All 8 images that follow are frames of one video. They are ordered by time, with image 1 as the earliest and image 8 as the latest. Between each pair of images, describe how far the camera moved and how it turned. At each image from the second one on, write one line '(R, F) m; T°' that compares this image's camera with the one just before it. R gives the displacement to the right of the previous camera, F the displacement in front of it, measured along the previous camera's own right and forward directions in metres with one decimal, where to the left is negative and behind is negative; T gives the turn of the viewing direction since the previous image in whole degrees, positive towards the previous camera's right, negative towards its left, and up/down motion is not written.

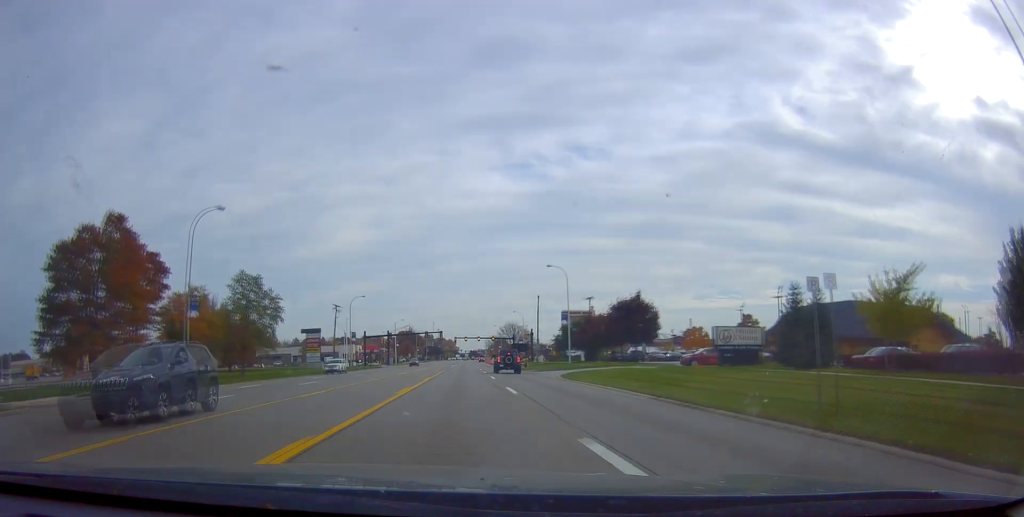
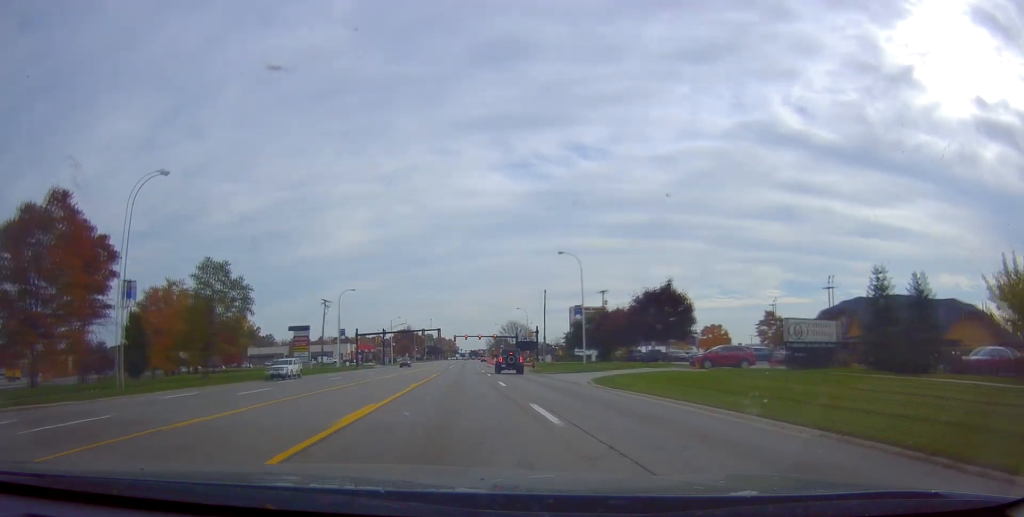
(0.0, +9.1) m; 0°
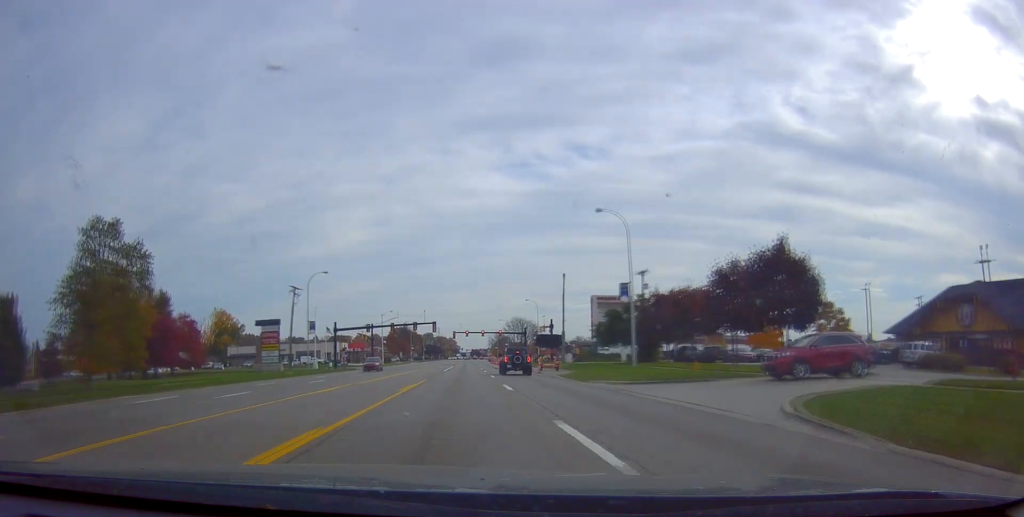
(-0.1, +18.7) m; 0°
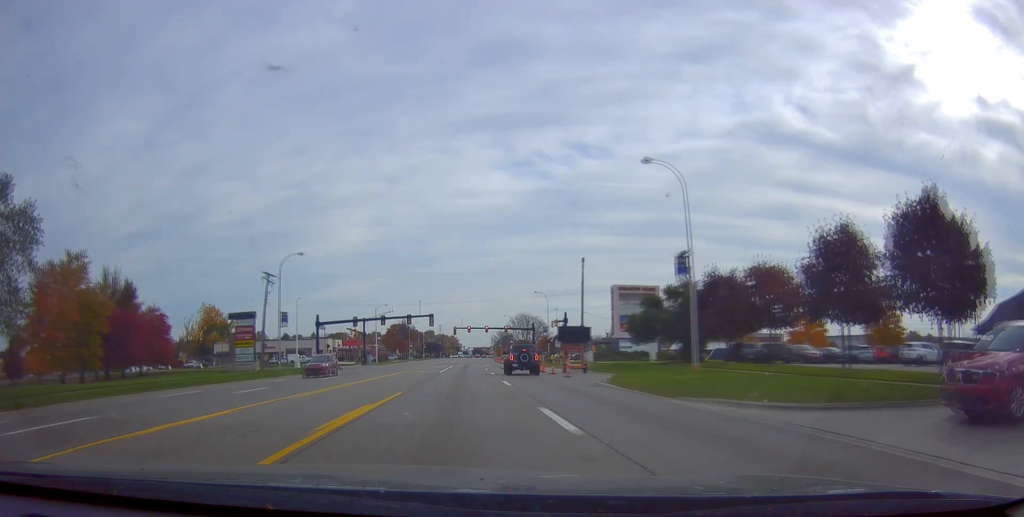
(-0.1, +12.1) m; +1°
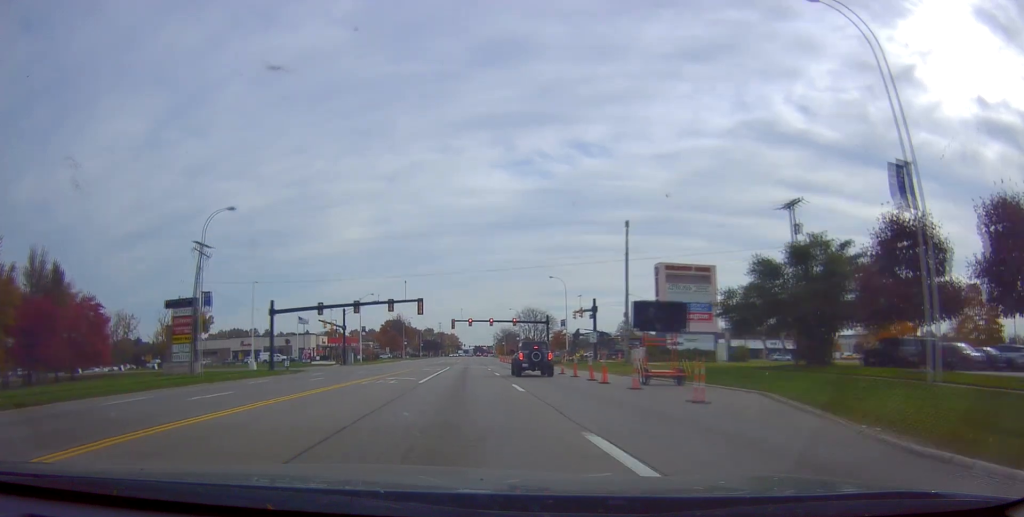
(+0.6, +19.2) m; +2°
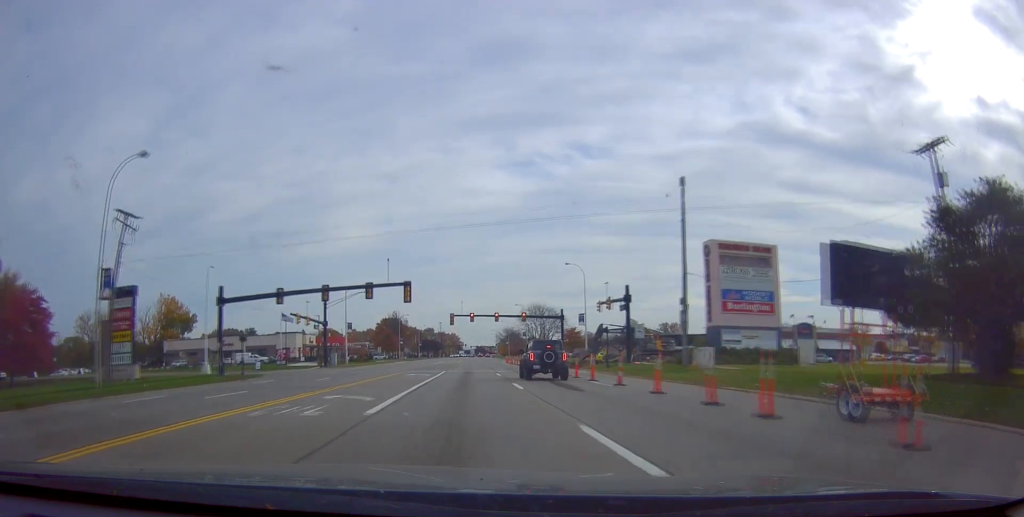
(-0.2, +13.3) m; -3°
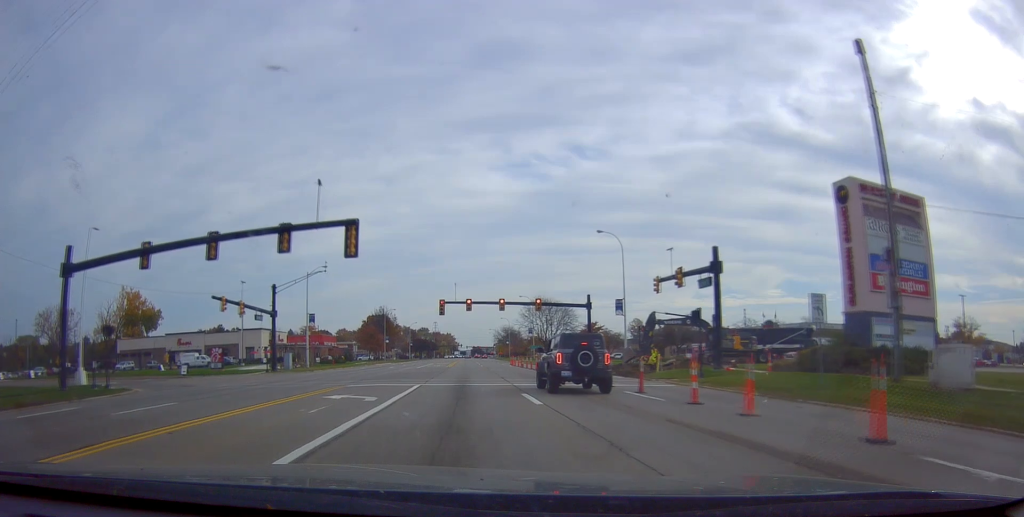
(-0.6, +19.3) m; -3°
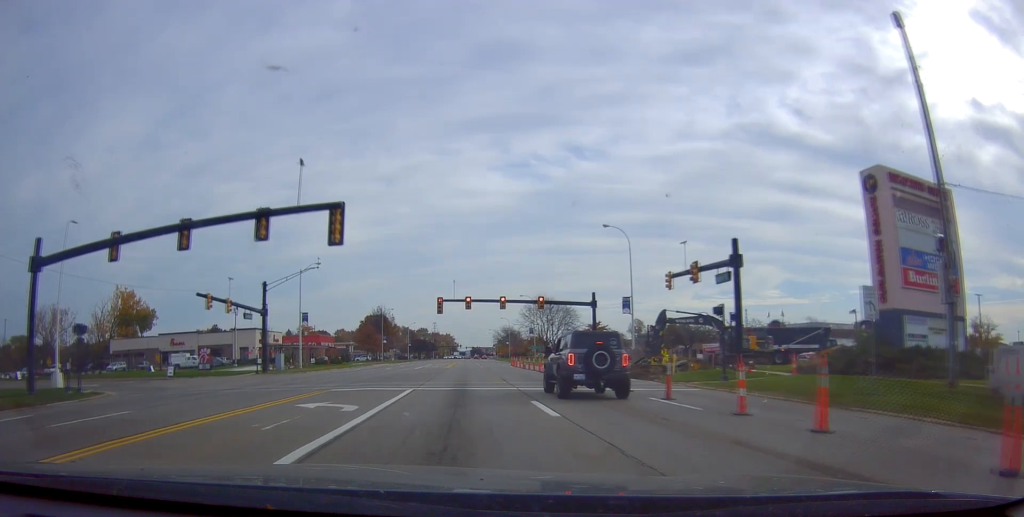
(0.0, +2.4) m; -1°
